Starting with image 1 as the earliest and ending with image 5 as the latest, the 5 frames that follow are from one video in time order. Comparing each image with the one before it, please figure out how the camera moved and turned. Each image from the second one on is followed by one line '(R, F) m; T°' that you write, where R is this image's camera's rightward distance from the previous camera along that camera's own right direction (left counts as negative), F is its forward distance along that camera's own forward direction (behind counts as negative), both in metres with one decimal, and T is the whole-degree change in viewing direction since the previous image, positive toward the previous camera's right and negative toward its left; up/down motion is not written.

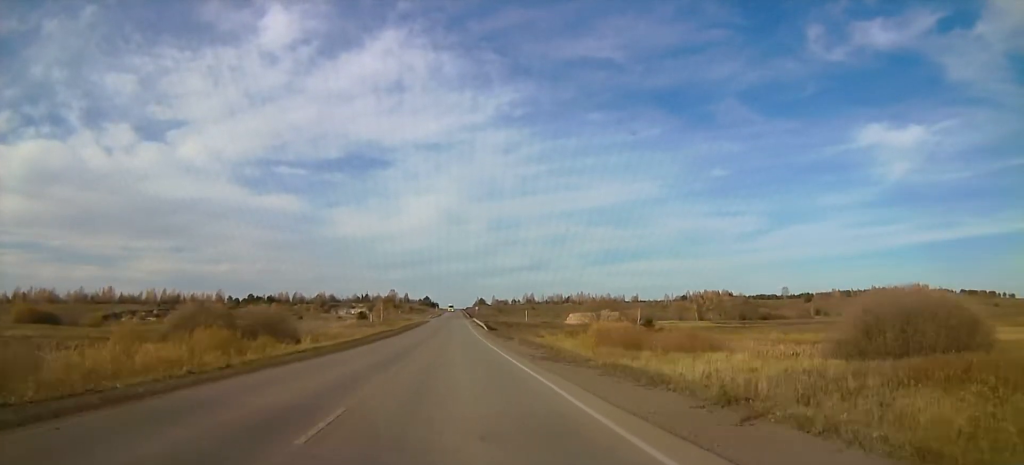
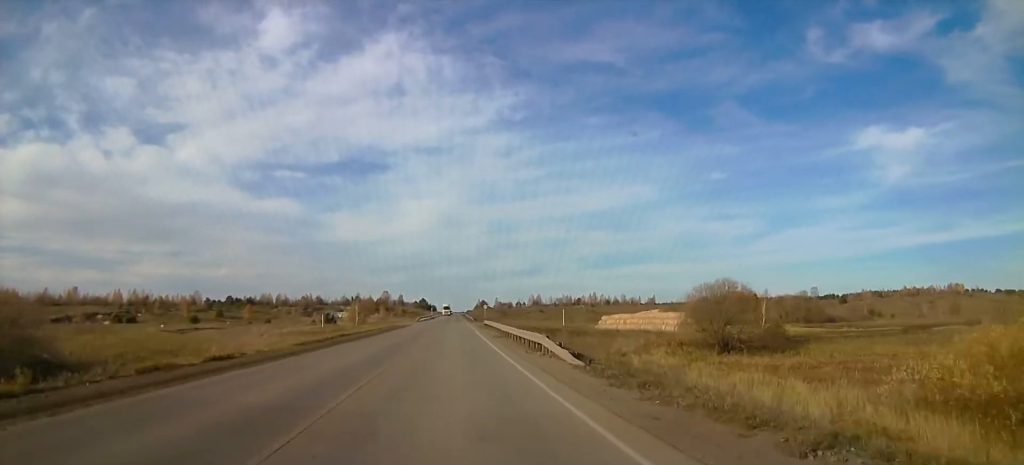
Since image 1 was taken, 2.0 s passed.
(+0.7, +53.2) m; +1°
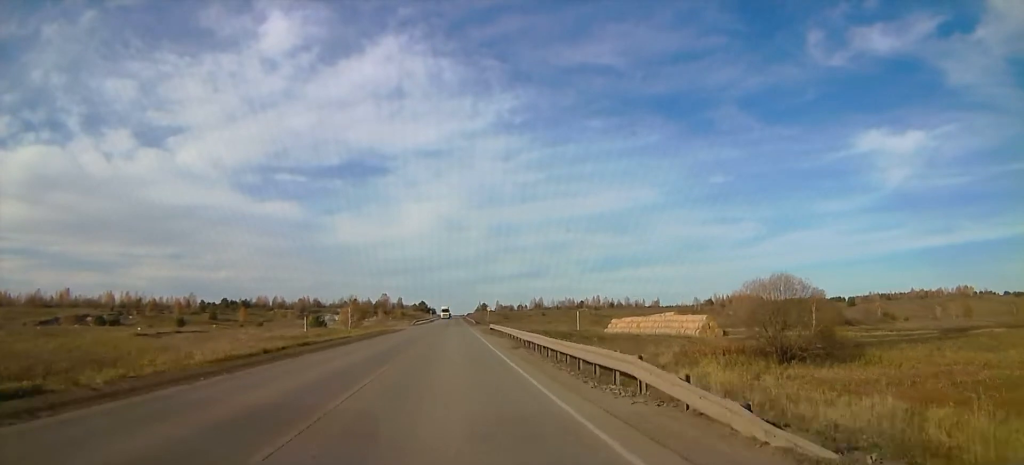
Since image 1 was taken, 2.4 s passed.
(0.0, +9.1) m; 0°
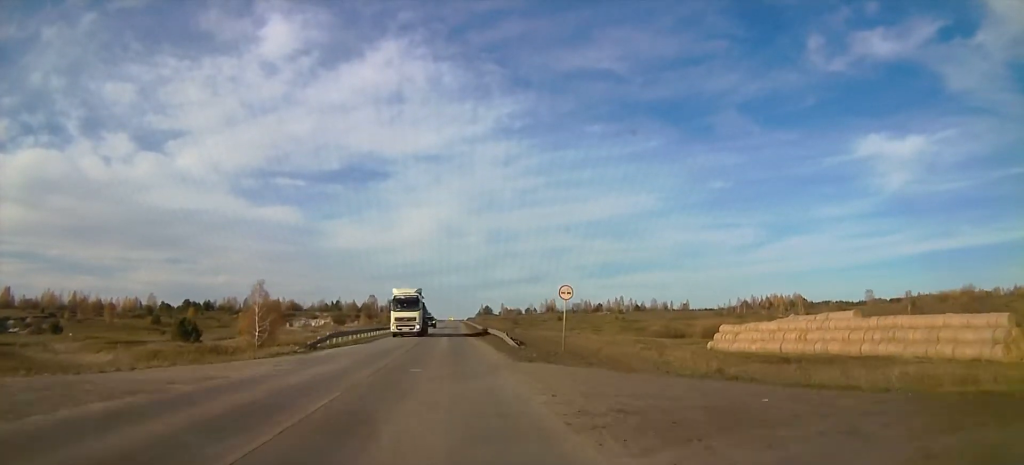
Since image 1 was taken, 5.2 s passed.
(-1.3, +59.3) m; -2°
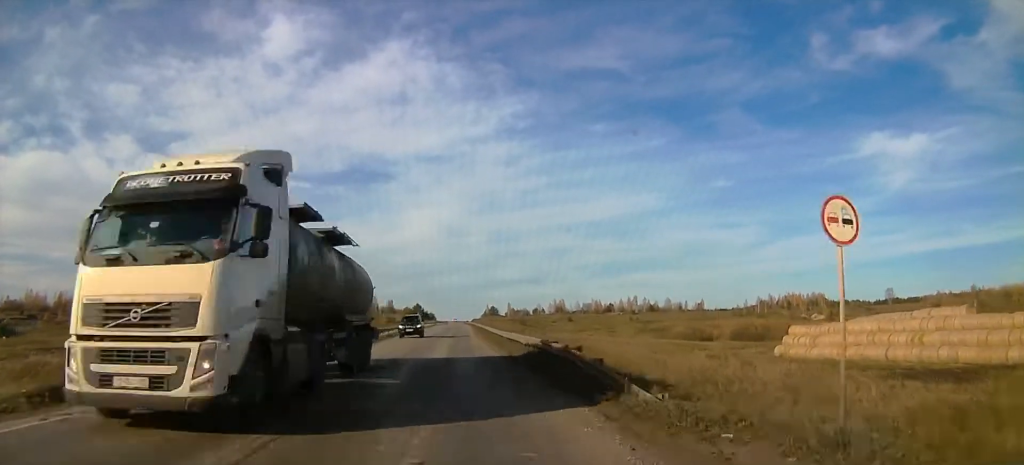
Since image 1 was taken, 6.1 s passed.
(+0.1, +21.1) m; +1°
